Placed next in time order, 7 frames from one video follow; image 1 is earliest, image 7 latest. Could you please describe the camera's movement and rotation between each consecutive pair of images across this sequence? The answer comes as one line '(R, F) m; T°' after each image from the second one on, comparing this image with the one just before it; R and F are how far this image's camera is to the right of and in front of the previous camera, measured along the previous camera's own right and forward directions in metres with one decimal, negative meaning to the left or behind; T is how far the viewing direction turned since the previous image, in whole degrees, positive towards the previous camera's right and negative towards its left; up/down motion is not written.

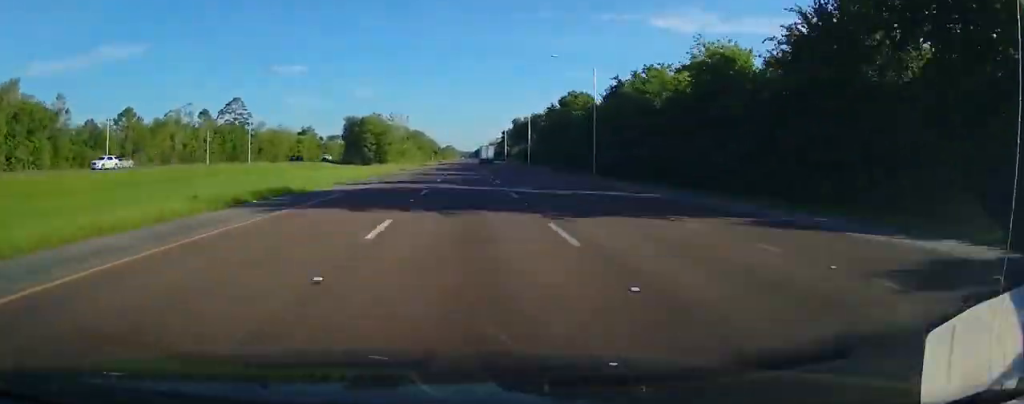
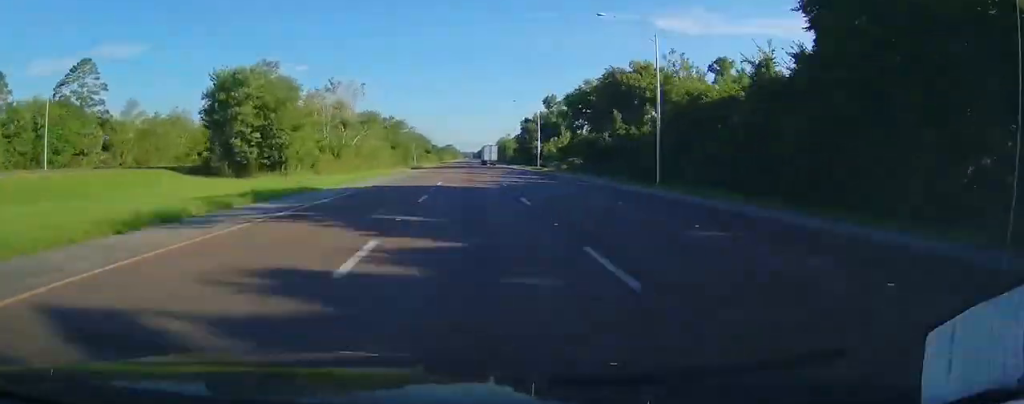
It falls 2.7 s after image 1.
(-0.4, +86.5) m; 0°
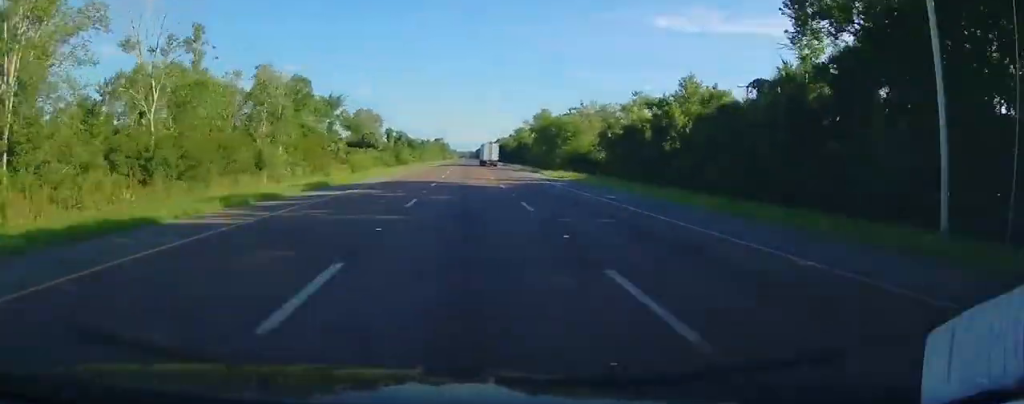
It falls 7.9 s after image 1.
(+0.7, +165.8) m; 0°
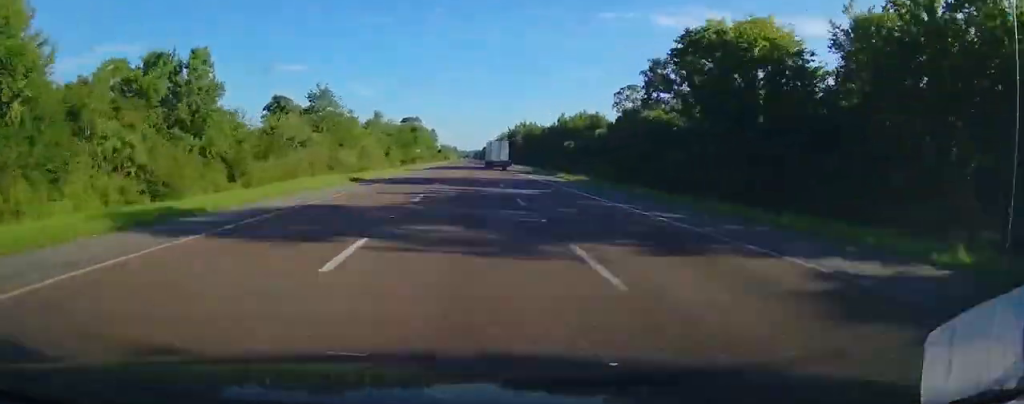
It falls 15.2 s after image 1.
(+0.4, +228.9) m; 0°
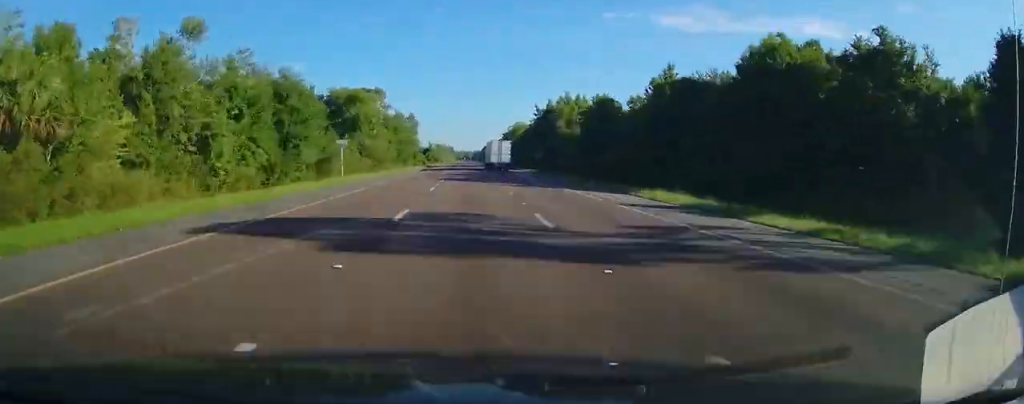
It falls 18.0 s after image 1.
(-0.2, +84.3) m; 0°
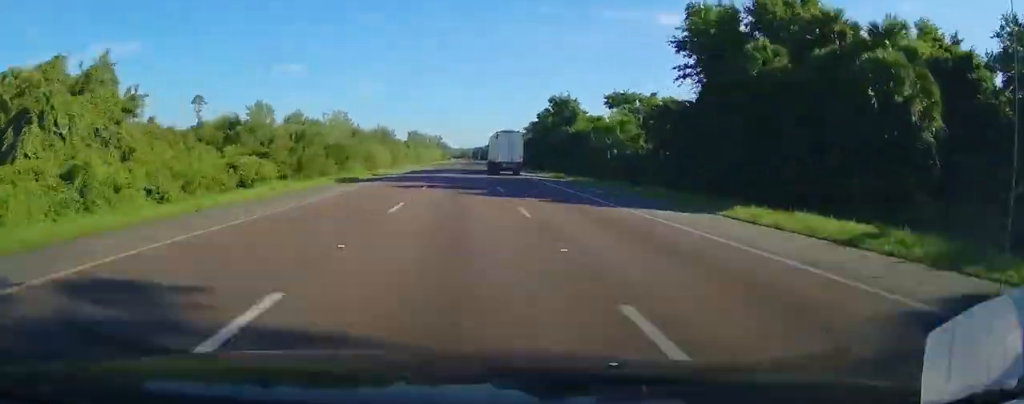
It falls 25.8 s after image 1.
(-0.1, +233.1) m; 0°
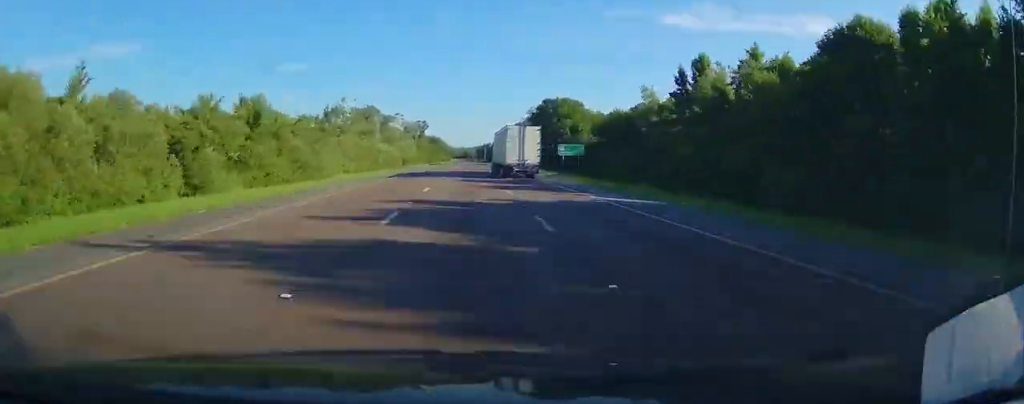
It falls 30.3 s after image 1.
(+0.3, +125.7) m; 0°
